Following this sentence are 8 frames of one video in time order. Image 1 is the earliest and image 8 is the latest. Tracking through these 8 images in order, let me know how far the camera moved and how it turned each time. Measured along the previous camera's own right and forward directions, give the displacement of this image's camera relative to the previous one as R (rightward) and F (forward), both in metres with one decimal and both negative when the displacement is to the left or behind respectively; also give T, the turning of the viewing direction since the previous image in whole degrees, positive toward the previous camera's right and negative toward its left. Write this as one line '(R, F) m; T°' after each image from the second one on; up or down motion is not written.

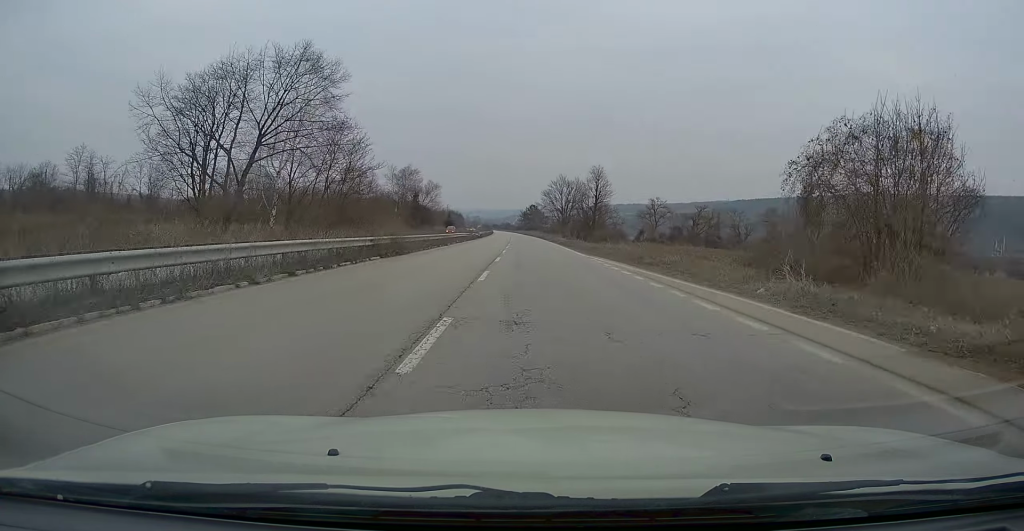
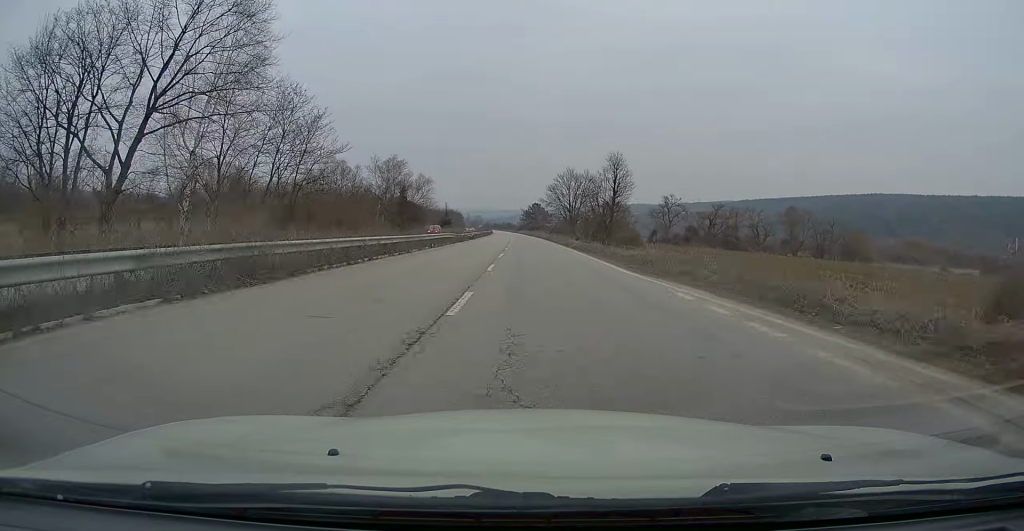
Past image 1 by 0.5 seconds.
(-0.1, +14.5) m; 0°
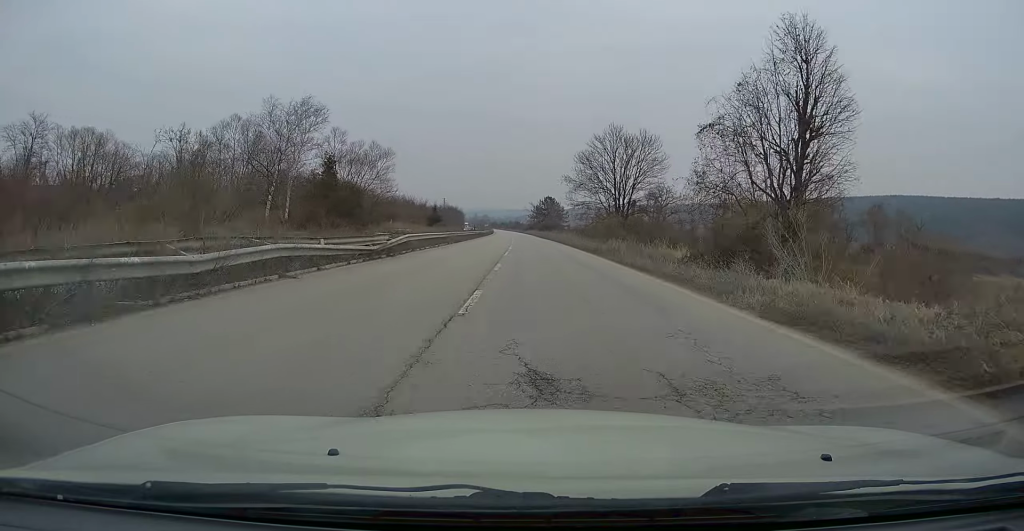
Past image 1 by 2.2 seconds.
(0.0, +44.6) m; 0°
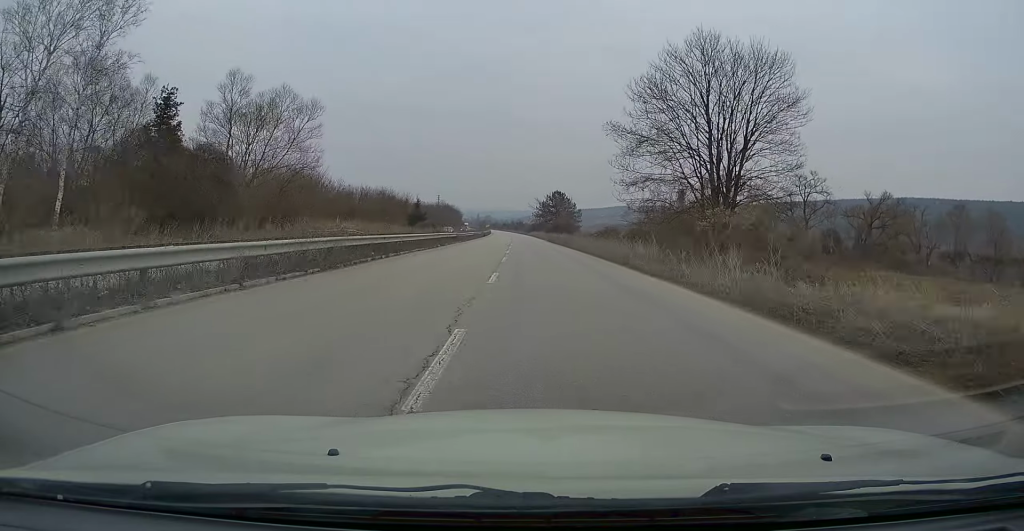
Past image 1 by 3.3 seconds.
(-0.3, +30.9) m; 0°
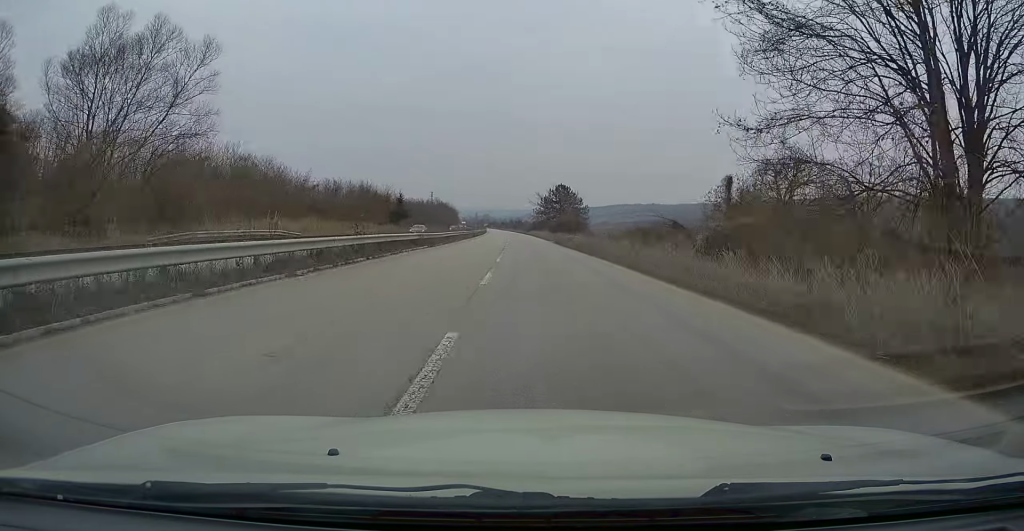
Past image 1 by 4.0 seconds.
(+0.3, +18.2) m; 0°
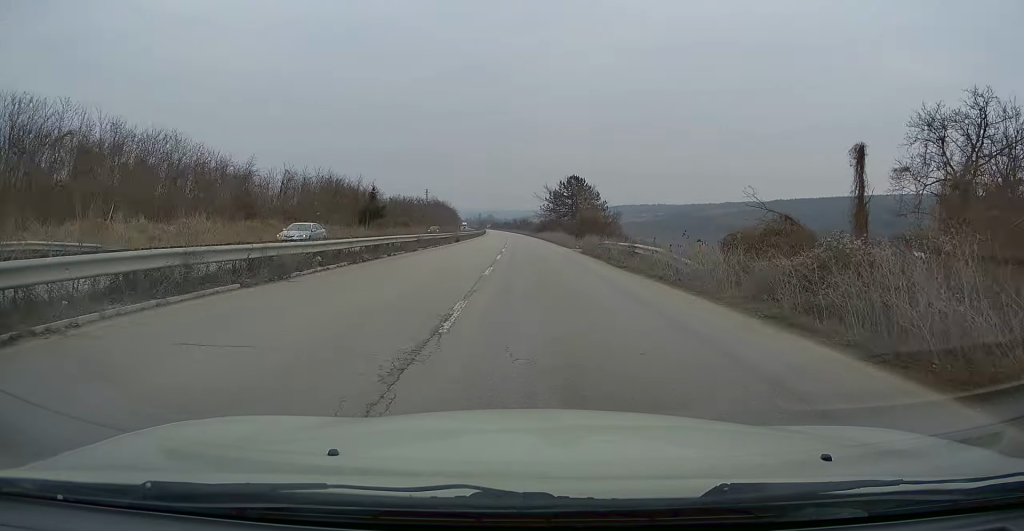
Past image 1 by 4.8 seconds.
(-0.2, +23.6) m; -1°
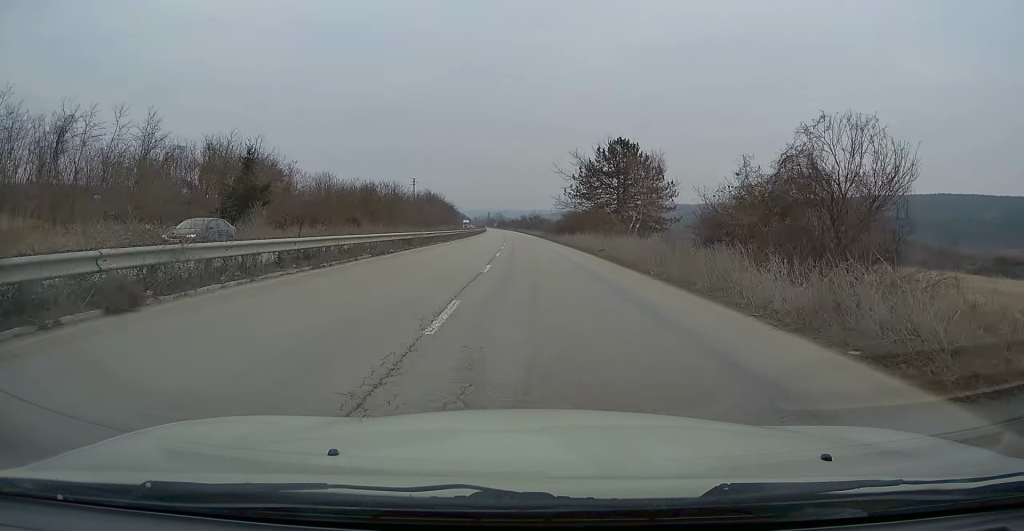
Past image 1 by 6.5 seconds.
(-0.5, +44.5) m; -1°
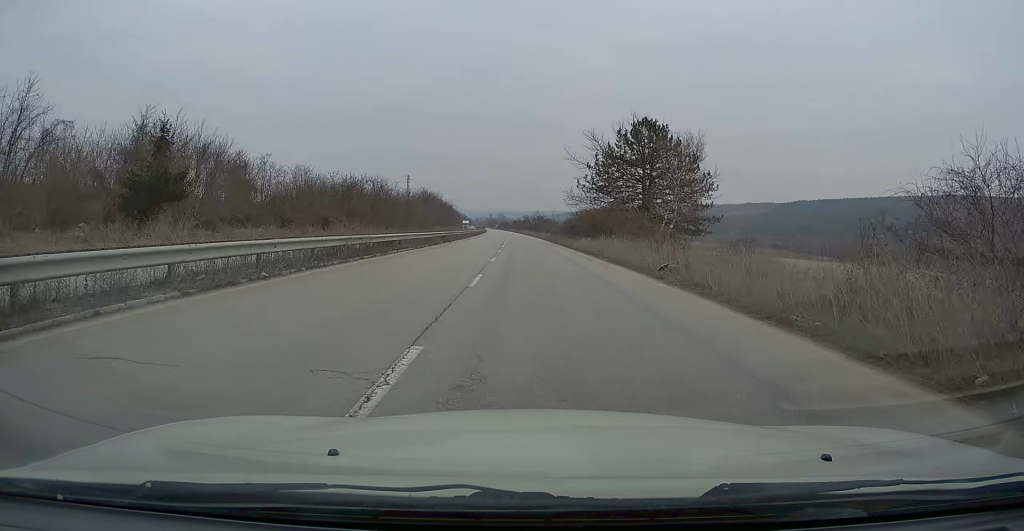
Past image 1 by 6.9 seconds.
(-0.2, +12.7) m; 0°
